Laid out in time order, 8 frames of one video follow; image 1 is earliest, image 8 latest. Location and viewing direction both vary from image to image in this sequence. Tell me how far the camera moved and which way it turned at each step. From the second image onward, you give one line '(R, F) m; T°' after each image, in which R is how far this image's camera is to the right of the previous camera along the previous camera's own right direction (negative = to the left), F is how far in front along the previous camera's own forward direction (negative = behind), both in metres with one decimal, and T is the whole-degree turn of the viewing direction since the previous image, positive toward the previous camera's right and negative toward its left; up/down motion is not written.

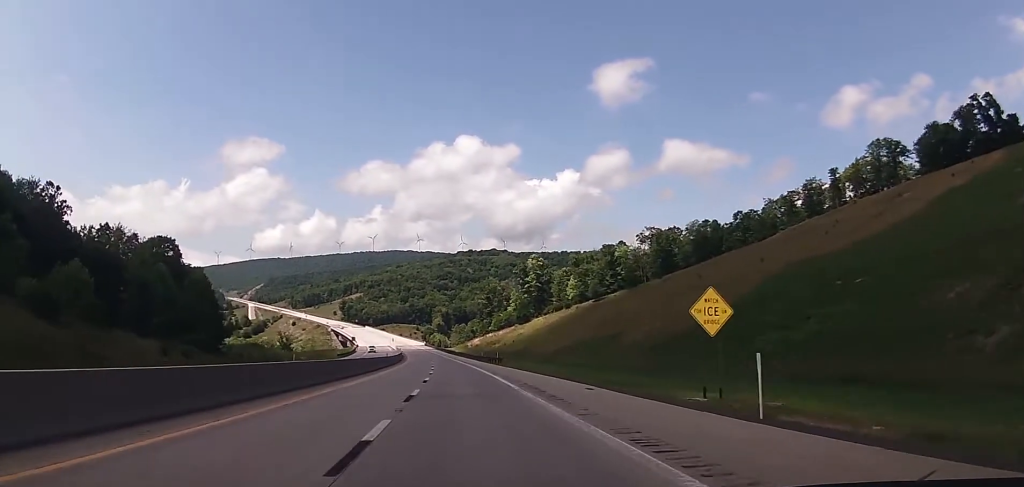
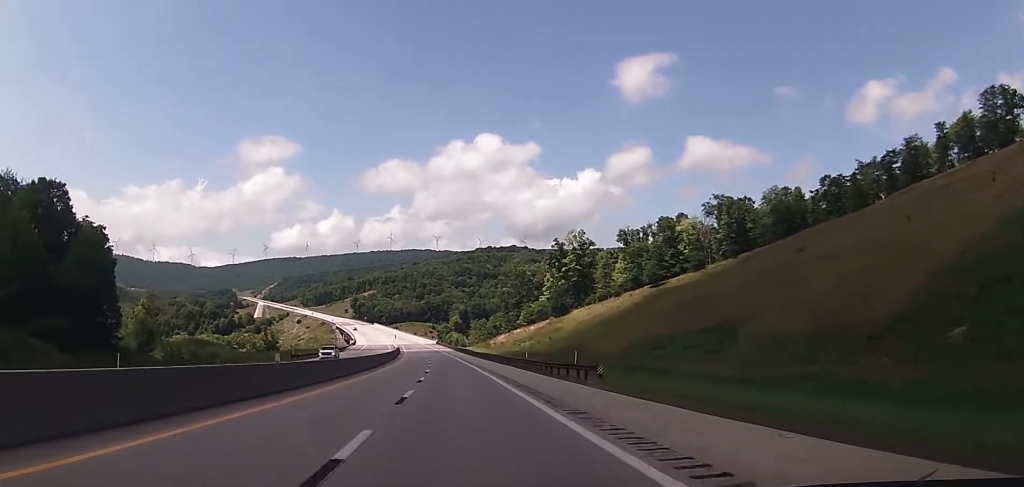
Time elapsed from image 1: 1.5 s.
(-0.5, +49.9) m; -2°
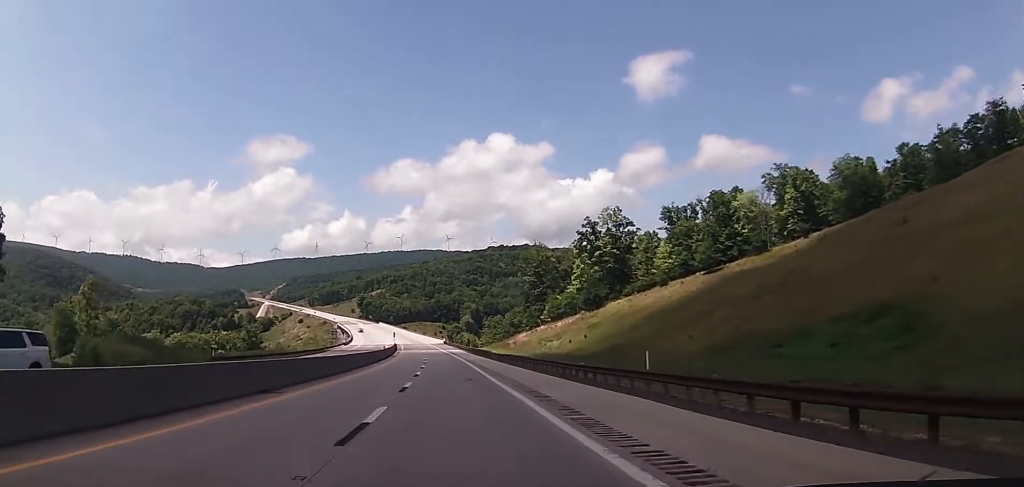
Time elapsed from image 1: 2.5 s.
(-0.6, +33.2) m; -2°
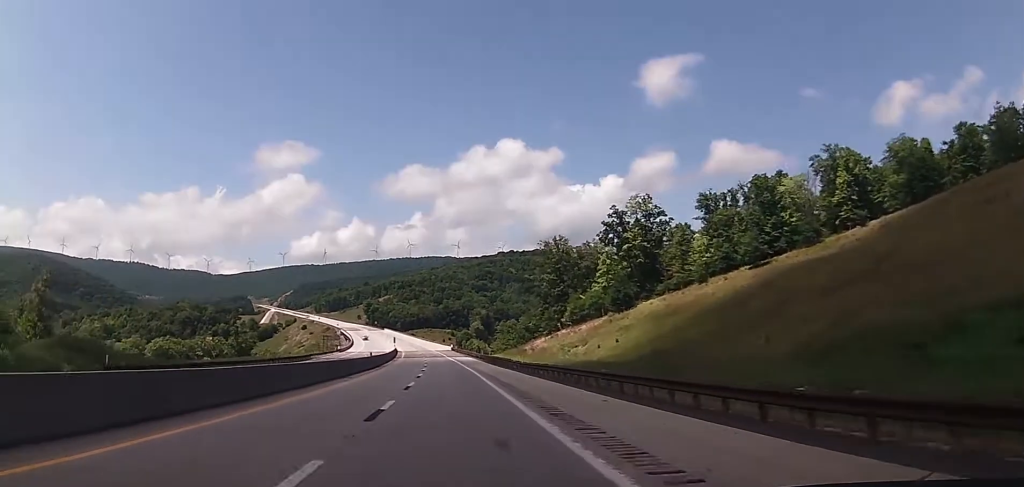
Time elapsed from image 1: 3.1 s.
(-0.1, +19.9) m; -1°
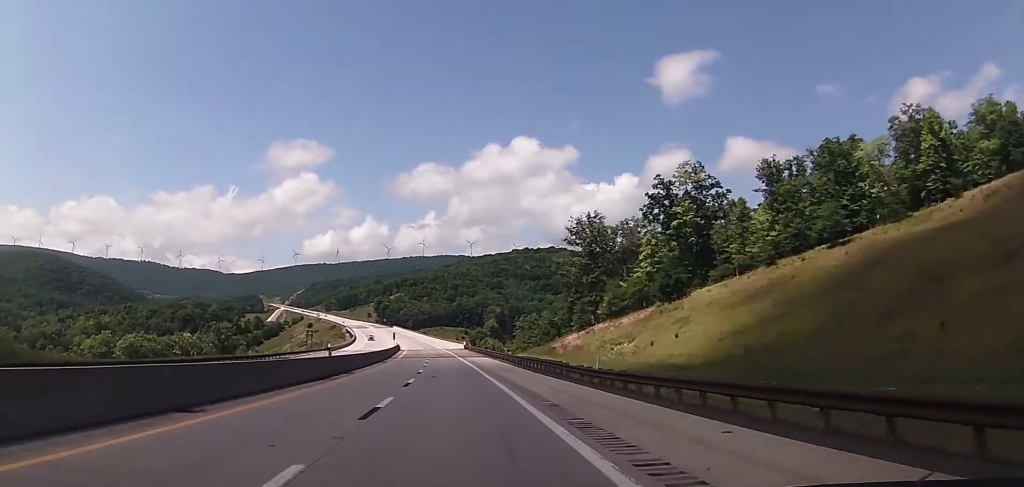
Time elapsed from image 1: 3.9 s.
(-0.2, +25.4) m; -1°
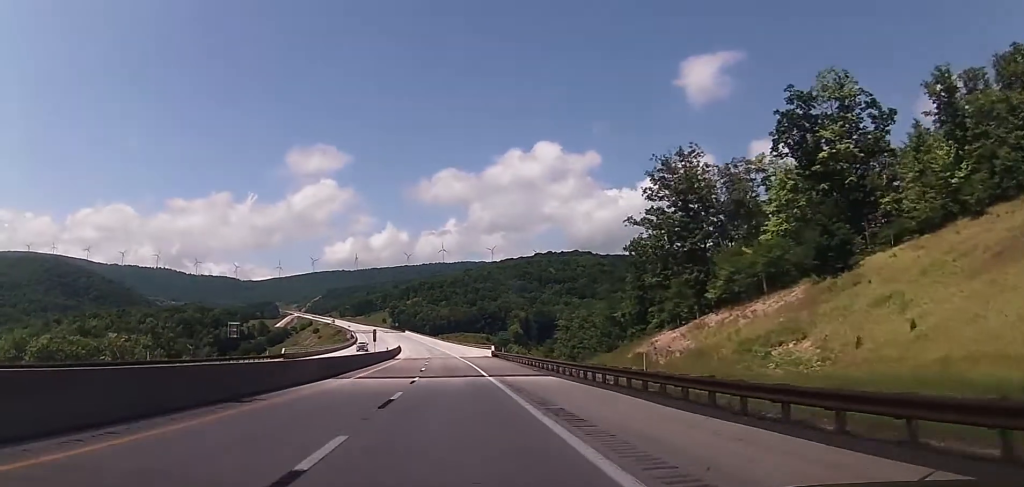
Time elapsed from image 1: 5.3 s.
(-0.7, +46.1) m; -1°
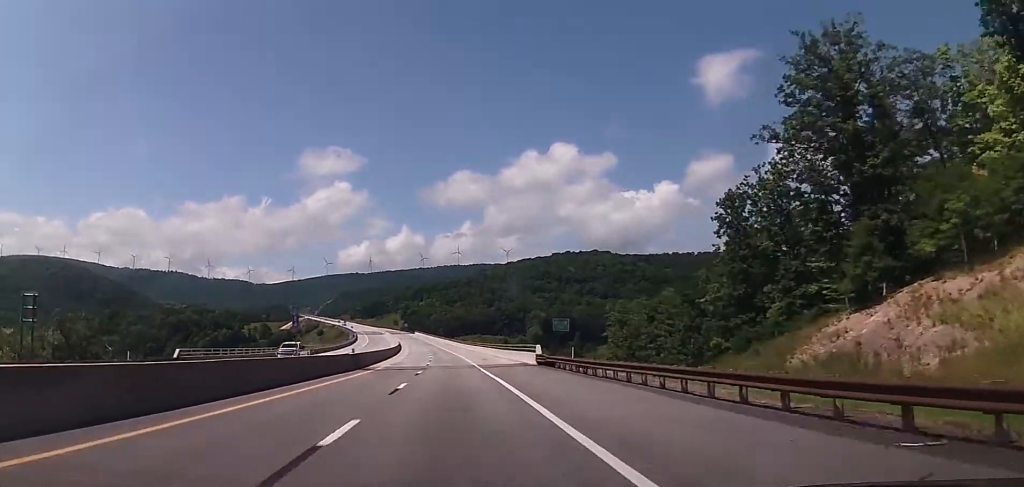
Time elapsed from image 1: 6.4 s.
(-0.1, +36.2) m; -1°
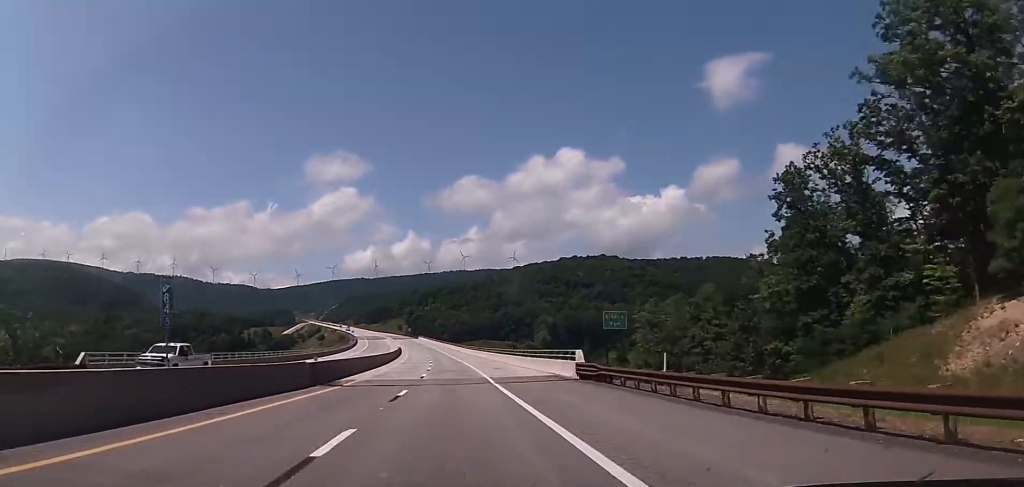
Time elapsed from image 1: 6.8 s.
(-0.1, +14.3) m; -1°
